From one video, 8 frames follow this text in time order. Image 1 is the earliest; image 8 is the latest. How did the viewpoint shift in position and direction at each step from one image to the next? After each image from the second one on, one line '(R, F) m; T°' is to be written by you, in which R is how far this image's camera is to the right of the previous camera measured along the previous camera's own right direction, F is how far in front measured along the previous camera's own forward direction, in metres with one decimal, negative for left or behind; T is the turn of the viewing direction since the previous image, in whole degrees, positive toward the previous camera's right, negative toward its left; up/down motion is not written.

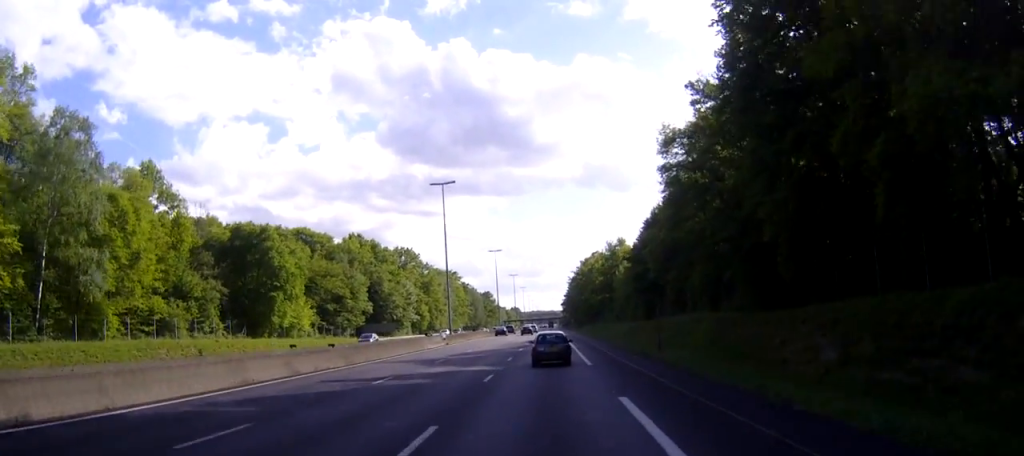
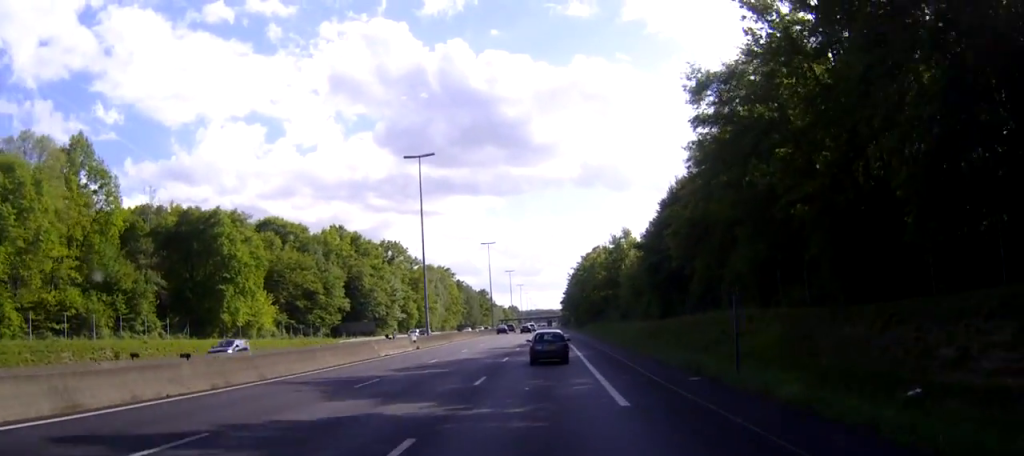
(0.0, +14.6) m; 0°
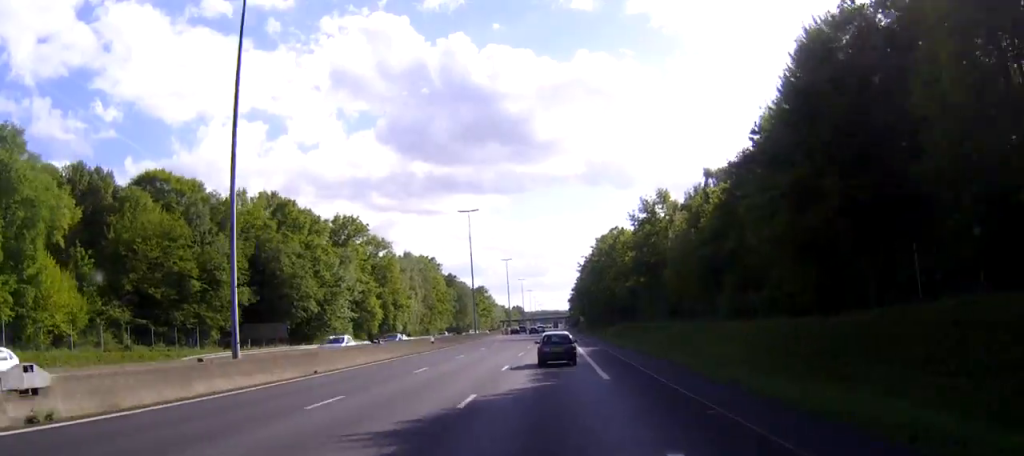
(-0.3, +43.9) m; -1°
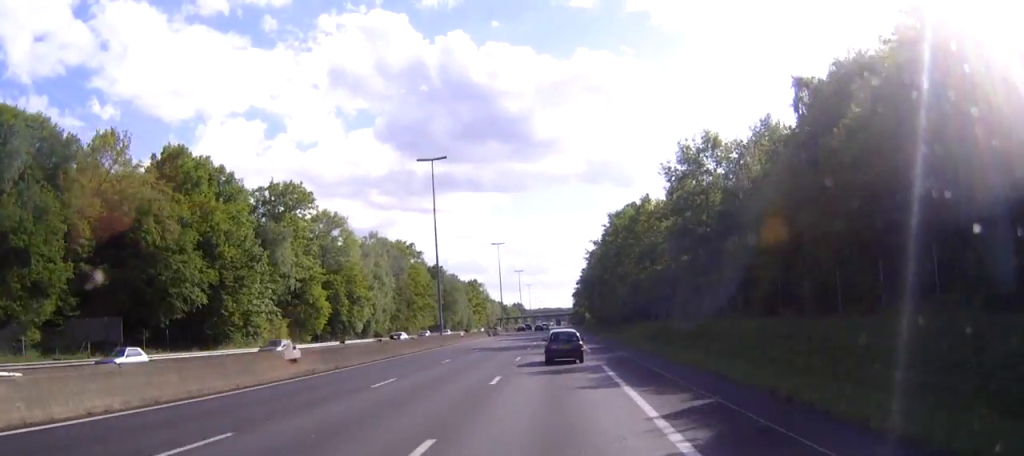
(0.0, +33.6) m; 0°
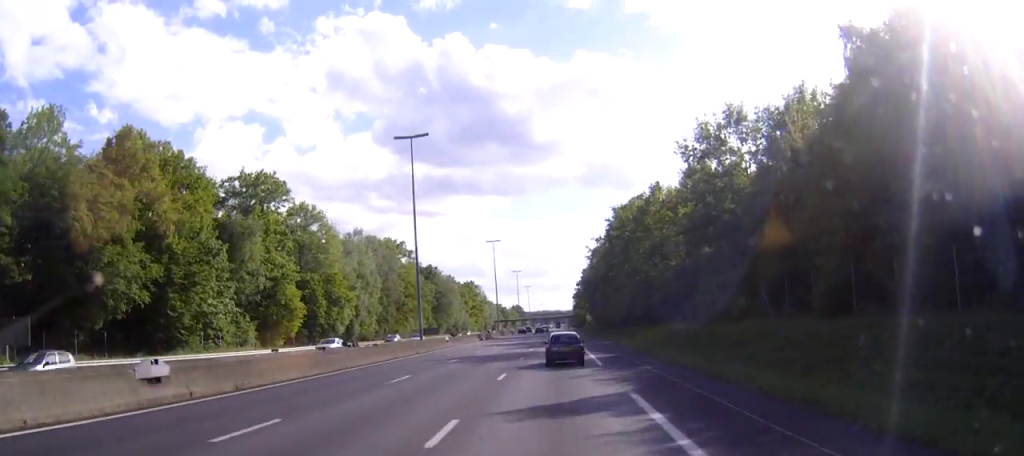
(0.0, +10.7) m; 0°
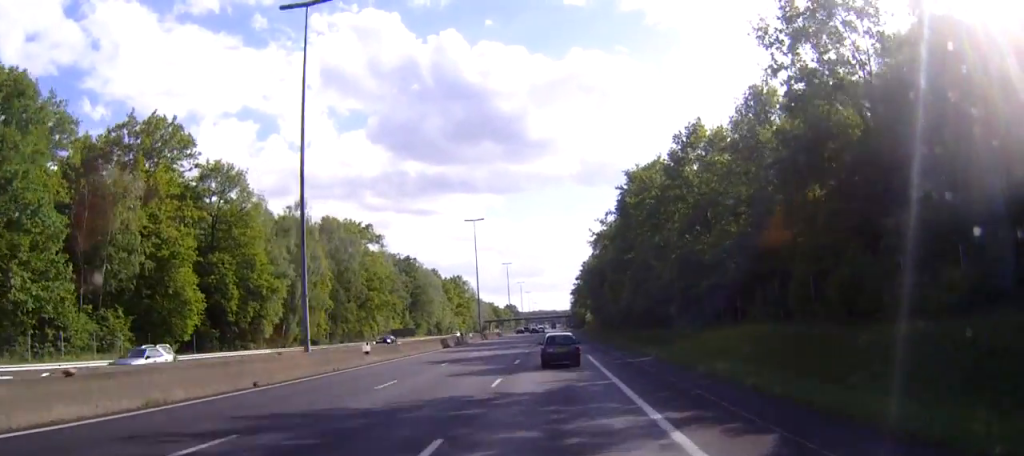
(-0.1, +28.1) m; 0°
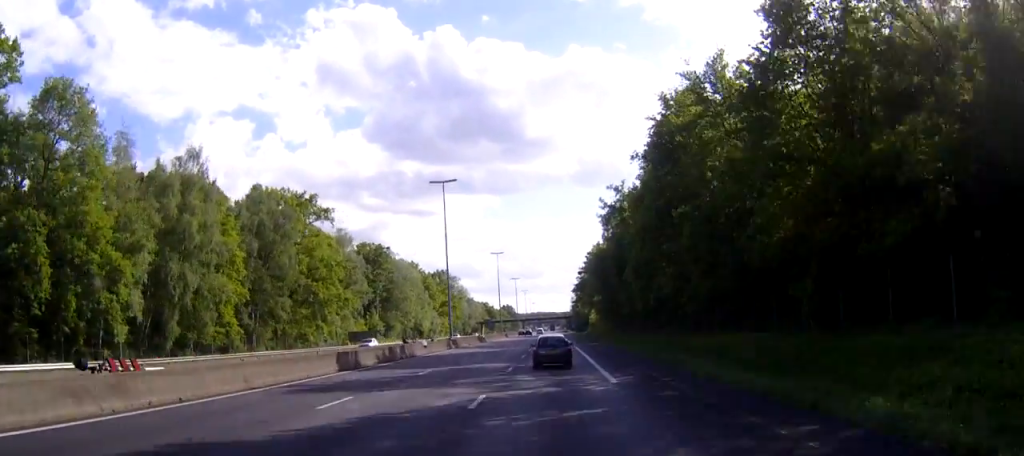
(0.0, +31.4) m; 0°
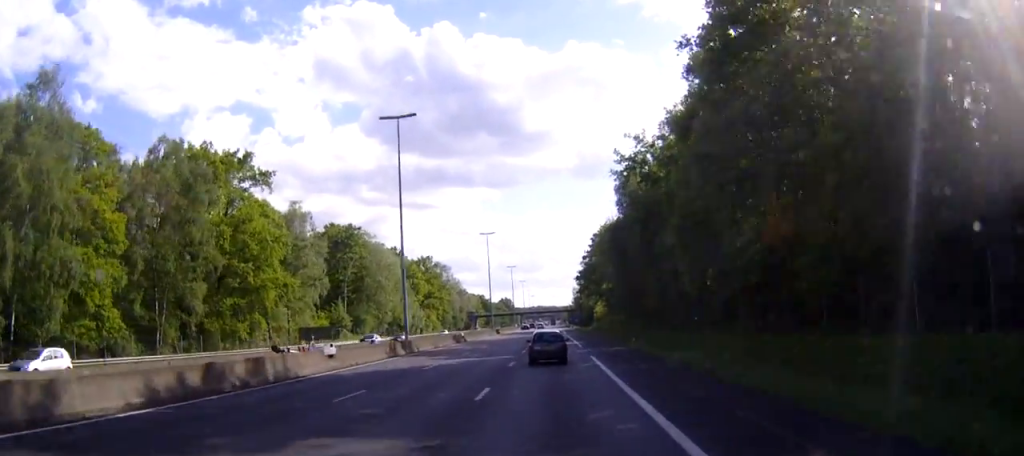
(0.0, +24.8) m; 0°
